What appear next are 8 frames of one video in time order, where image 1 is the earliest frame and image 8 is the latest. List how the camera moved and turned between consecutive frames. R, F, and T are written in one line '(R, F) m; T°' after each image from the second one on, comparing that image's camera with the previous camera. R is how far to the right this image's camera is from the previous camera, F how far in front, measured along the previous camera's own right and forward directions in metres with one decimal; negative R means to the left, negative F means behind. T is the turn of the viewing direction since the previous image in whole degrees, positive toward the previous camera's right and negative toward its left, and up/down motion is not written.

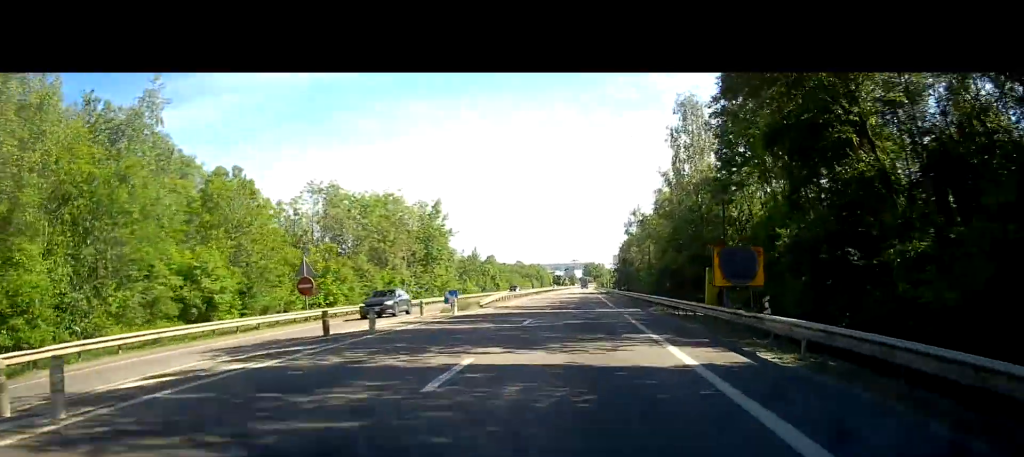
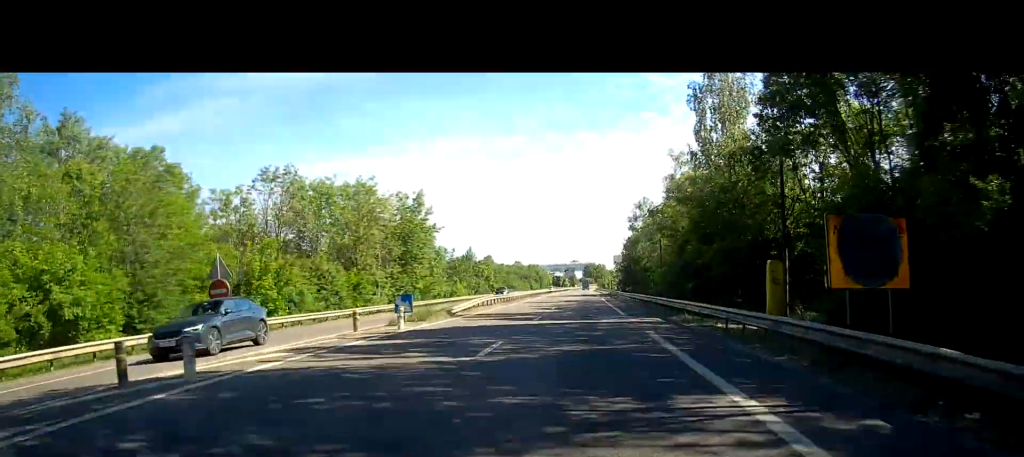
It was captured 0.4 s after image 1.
(0.0, +9.2) m; 0°
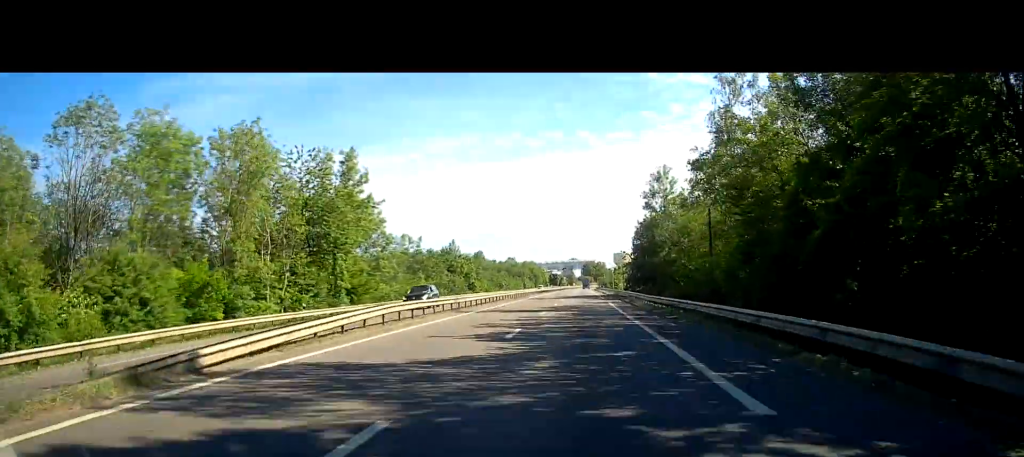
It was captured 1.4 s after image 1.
(+0.2, +22.1) m; +1°
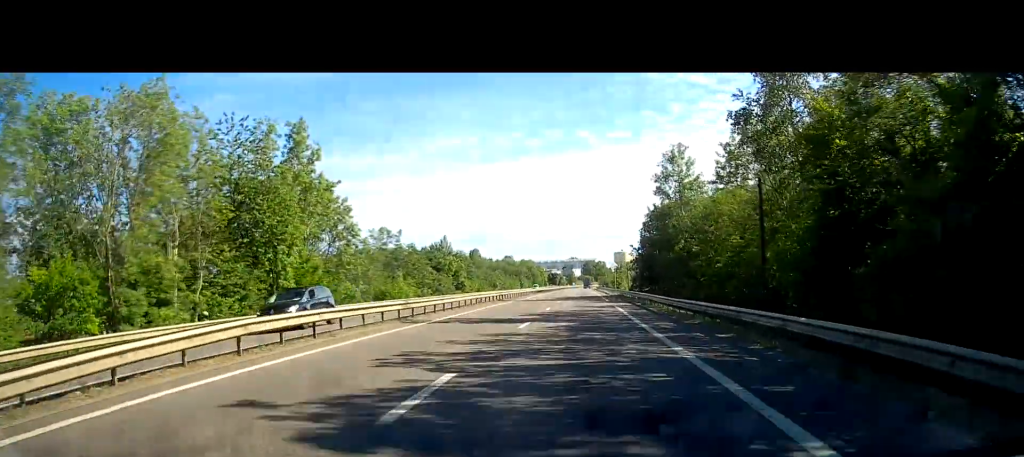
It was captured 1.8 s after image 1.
(0.0, +9.9) m; 0°
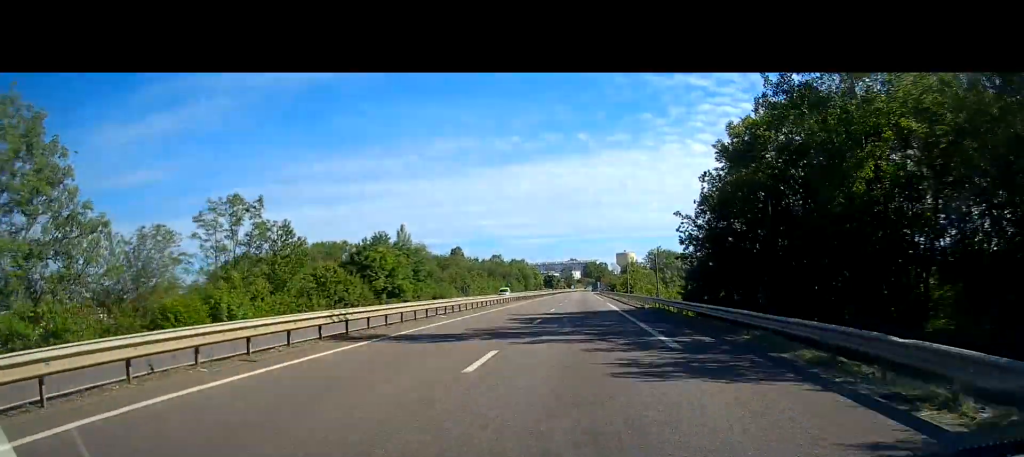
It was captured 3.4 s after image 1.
(0.0, +35.3) m; 0°
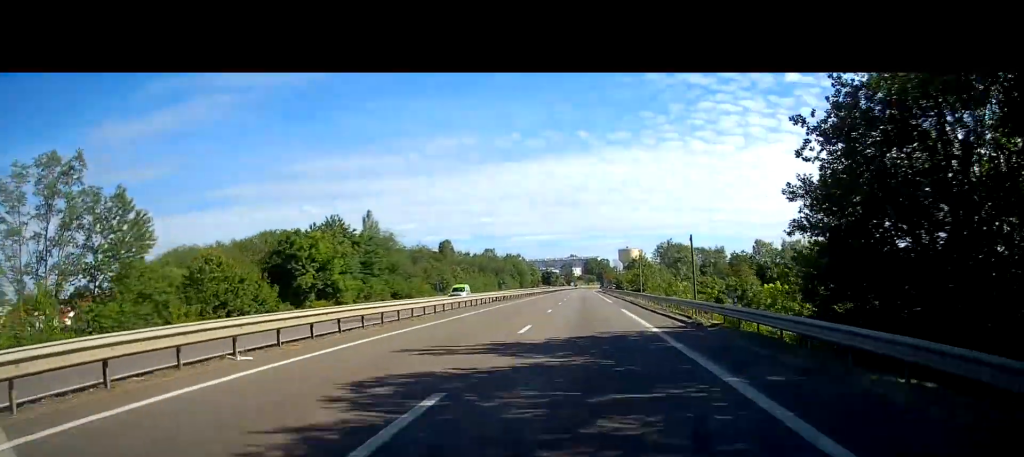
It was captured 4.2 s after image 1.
(0.0, +18.5) m; 0°
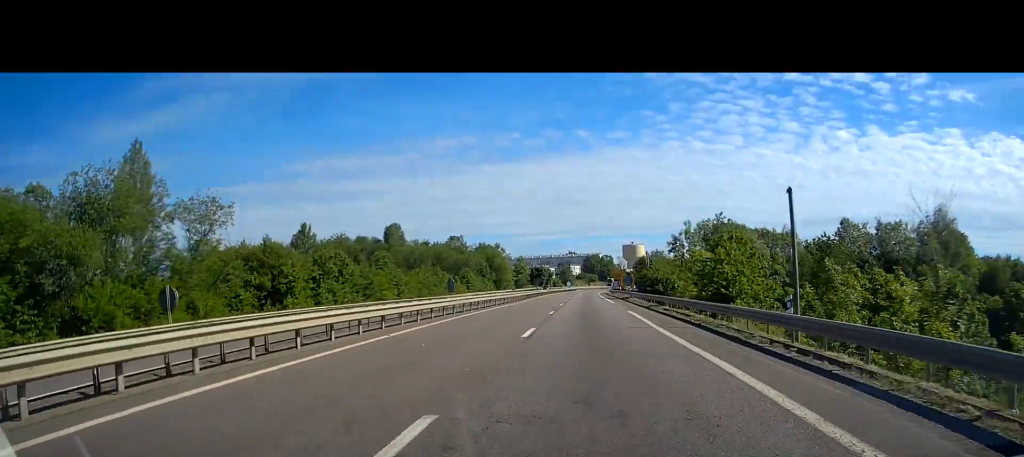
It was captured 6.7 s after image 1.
(-0.5, +53.5) m; -1°
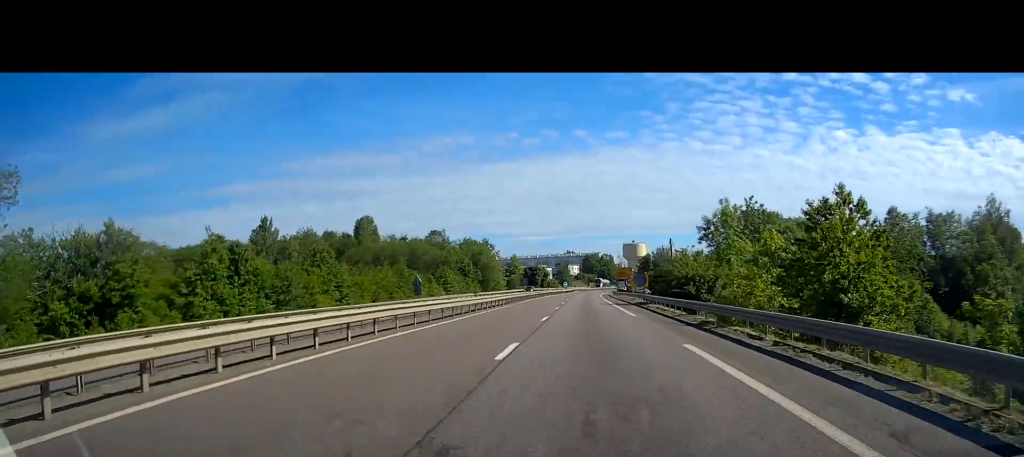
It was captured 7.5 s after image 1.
(+0.1, +17.7) m; +1°
